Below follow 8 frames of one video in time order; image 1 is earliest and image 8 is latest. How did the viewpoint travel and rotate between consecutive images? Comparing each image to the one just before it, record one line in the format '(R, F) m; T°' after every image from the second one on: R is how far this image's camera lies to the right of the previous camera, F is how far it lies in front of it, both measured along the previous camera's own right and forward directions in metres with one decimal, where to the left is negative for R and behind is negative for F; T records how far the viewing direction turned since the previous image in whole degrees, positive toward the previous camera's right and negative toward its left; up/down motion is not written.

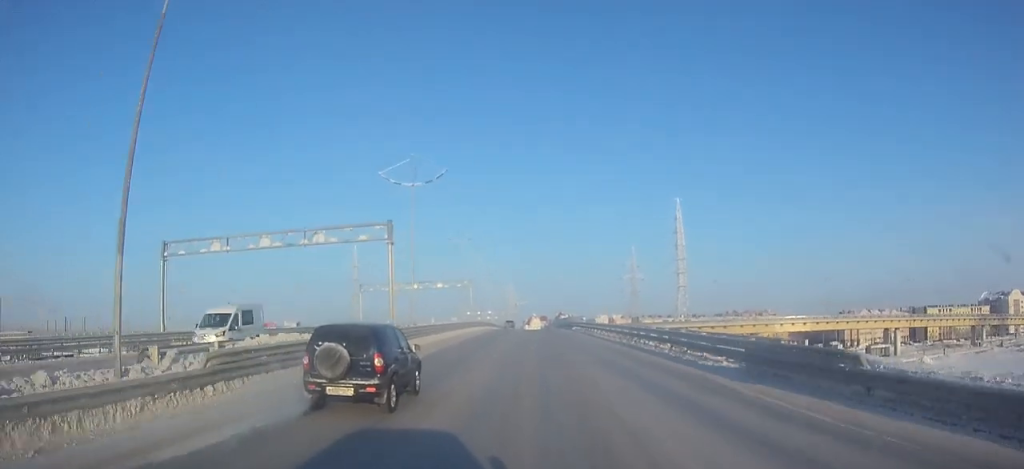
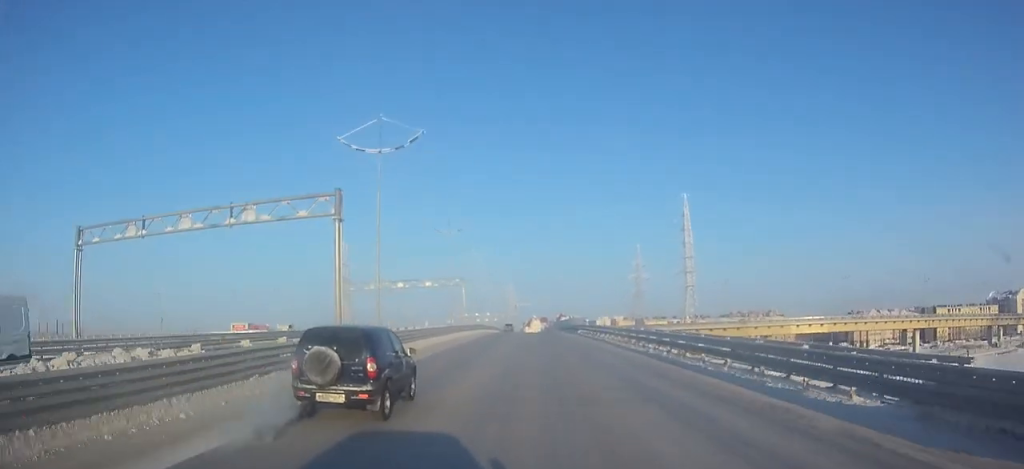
(0.0, +9.4) m; 0°
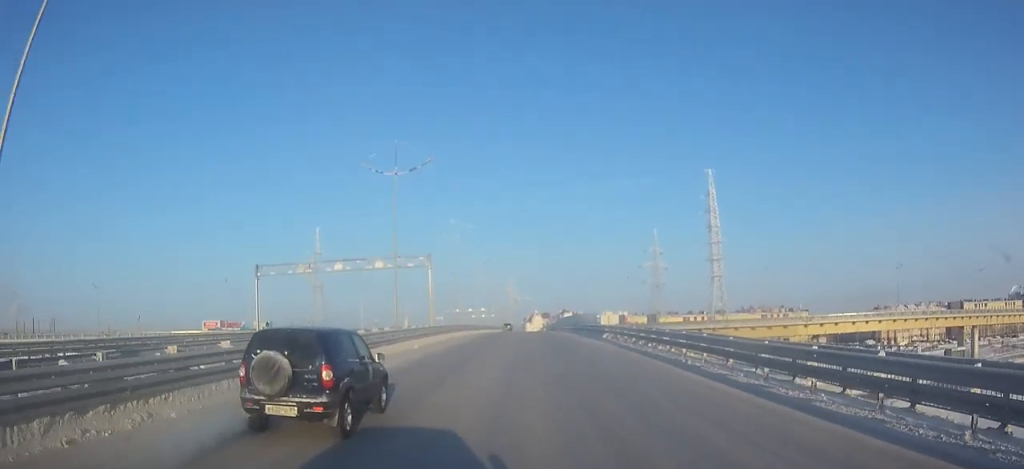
(0.0, +24.9) m; 0°
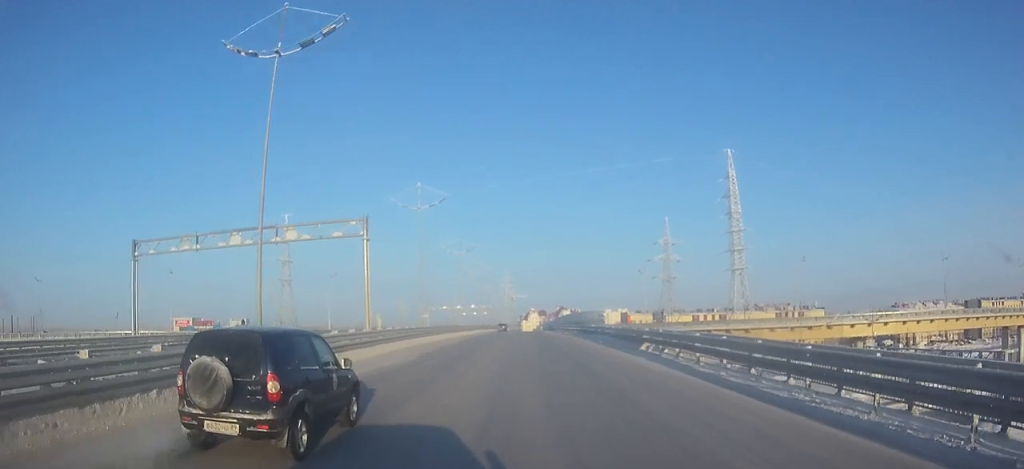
(0.0, +18.0) m; 0°
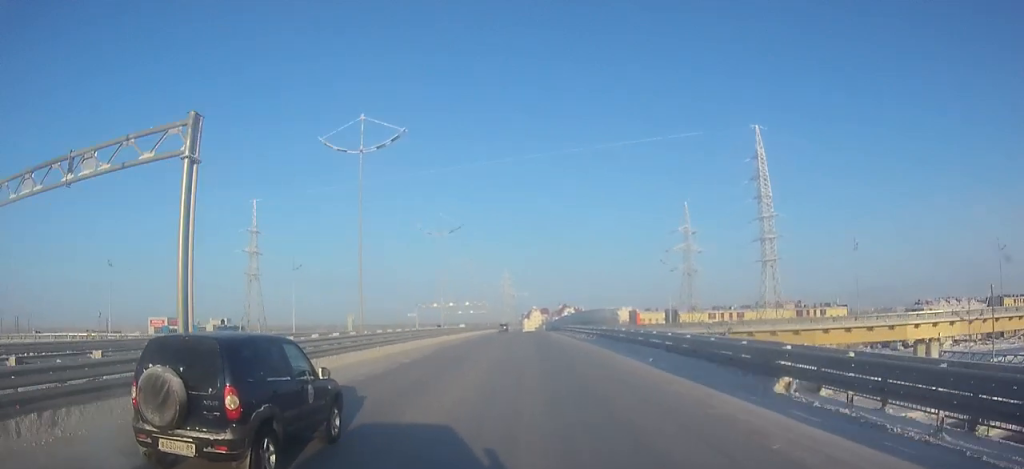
(0.0, +17.5) m; 0°
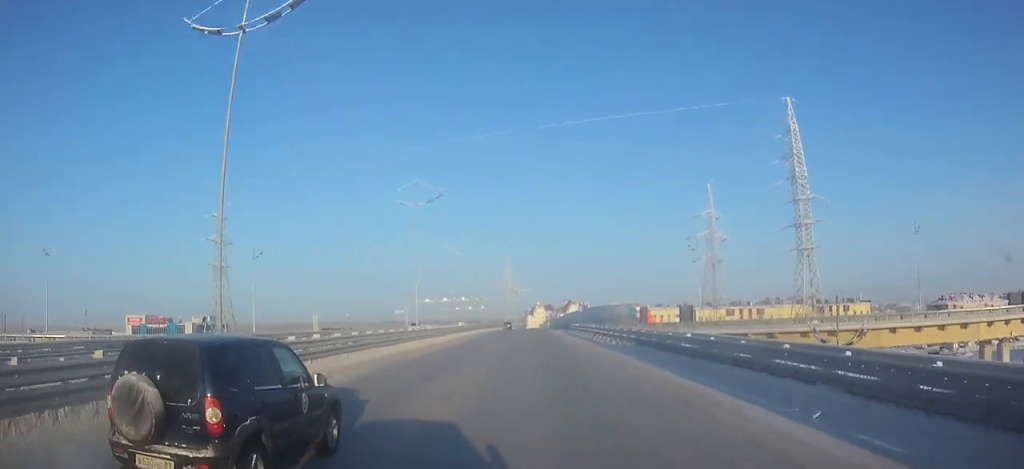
(0.0, +15.1) m; 0°
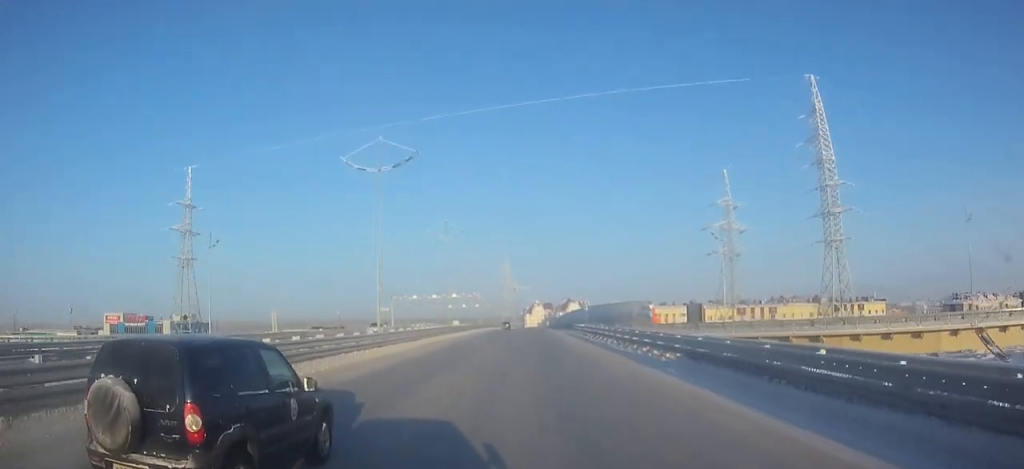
(0.0, +11.2) m; 0°
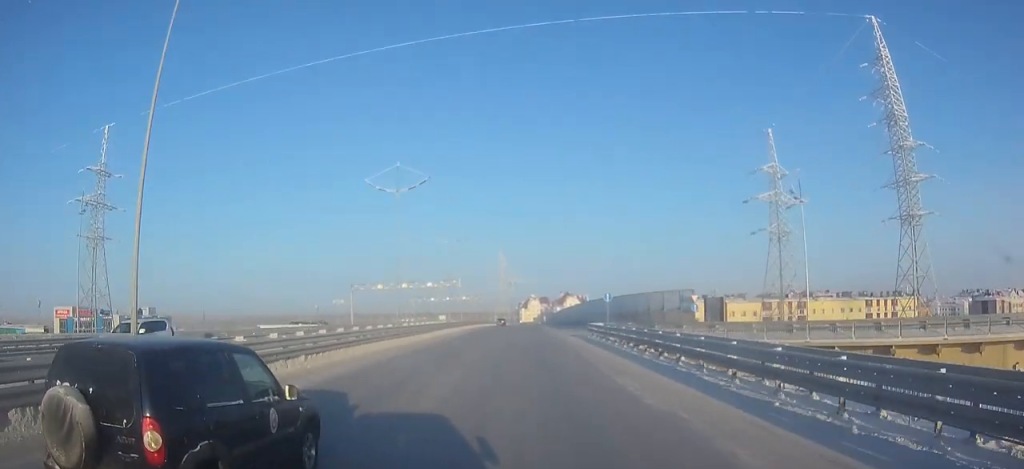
(+0.3, +22.8) m; +1°
